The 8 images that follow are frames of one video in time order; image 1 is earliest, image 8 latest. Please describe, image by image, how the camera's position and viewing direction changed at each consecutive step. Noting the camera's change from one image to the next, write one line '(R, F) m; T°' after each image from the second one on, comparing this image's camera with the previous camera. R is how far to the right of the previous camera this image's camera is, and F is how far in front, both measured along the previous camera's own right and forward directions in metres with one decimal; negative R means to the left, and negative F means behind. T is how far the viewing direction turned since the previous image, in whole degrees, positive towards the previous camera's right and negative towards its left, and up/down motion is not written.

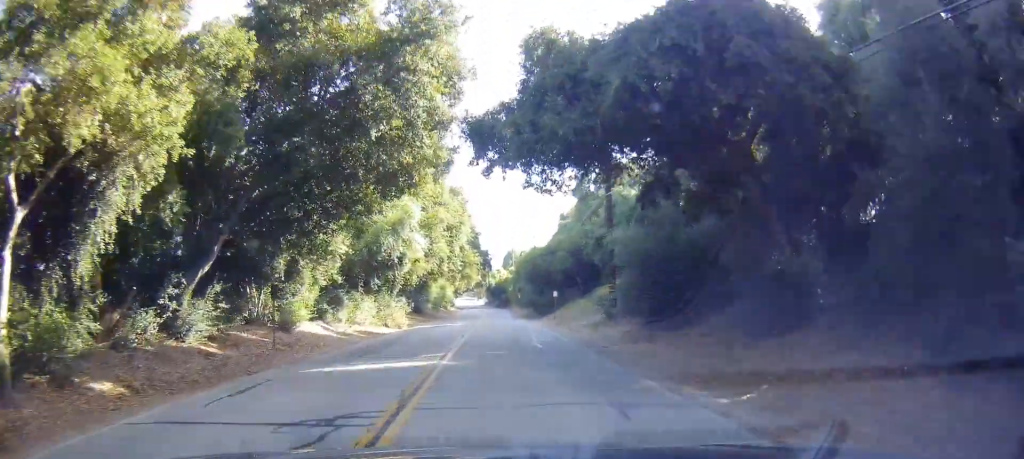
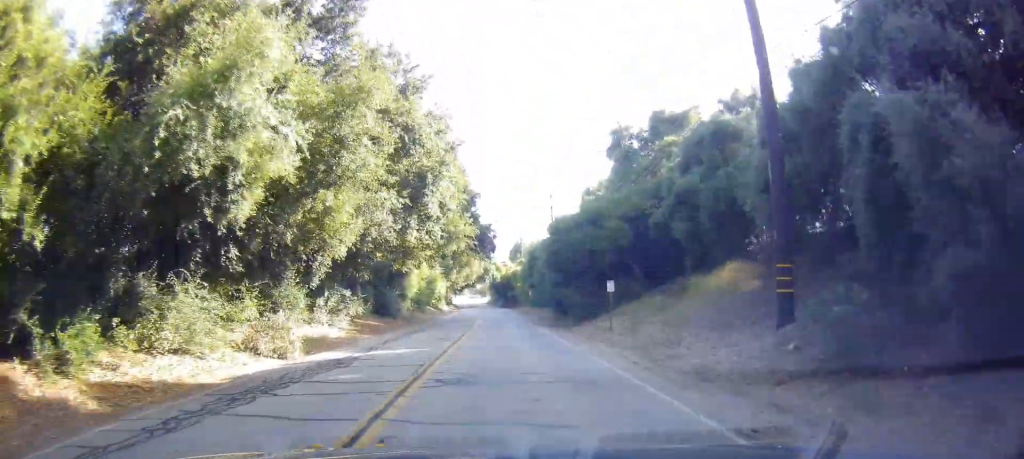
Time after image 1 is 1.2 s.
(+0.3, +20.8) m; 0°
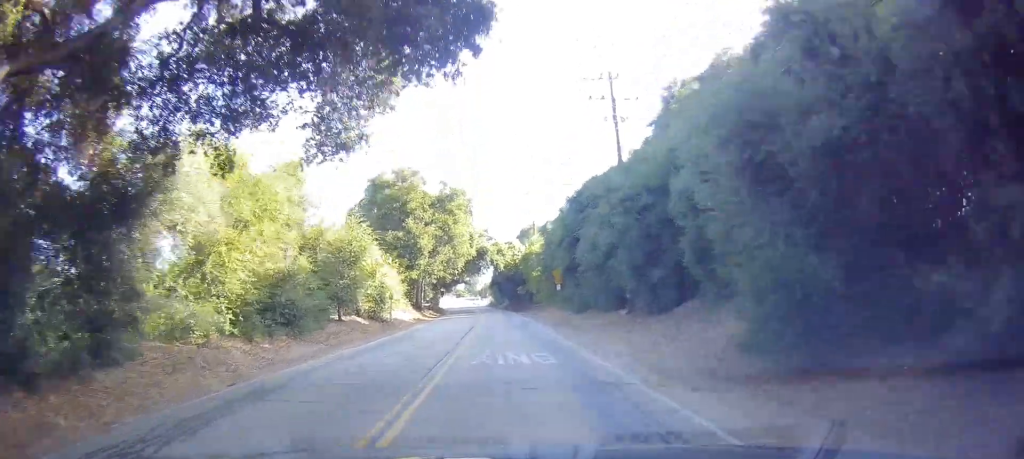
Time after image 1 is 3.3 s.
(-0.7, +37.4) m; -2°
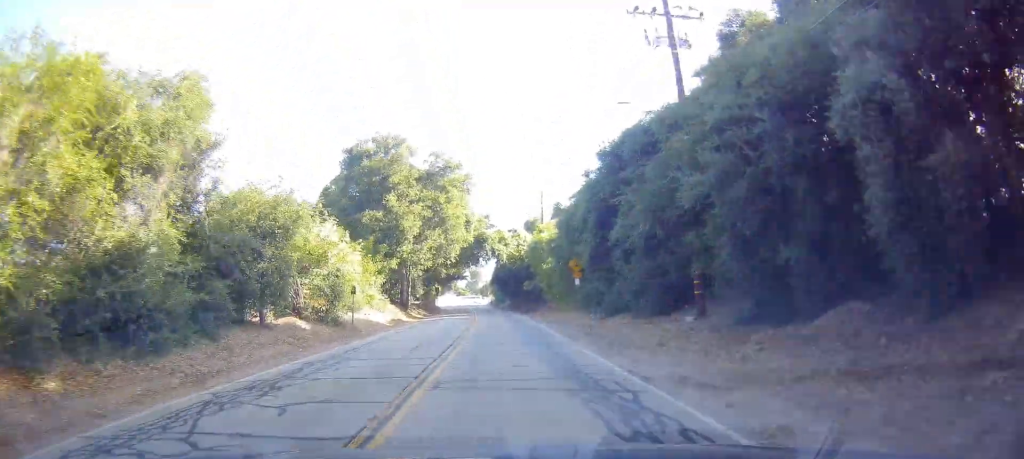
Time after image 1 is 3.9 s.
(0.0, +10.8) m; +1°
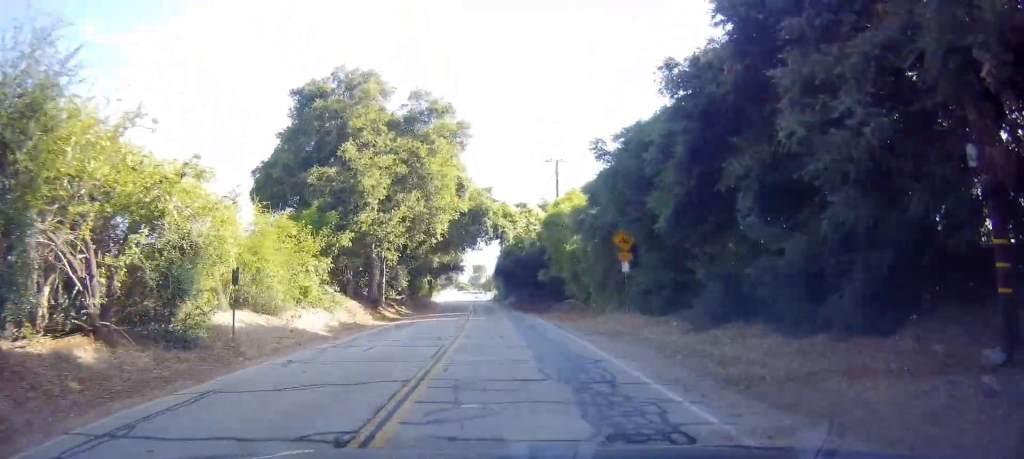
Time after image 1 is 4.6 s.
(-0.3, +13.1) m; +4°
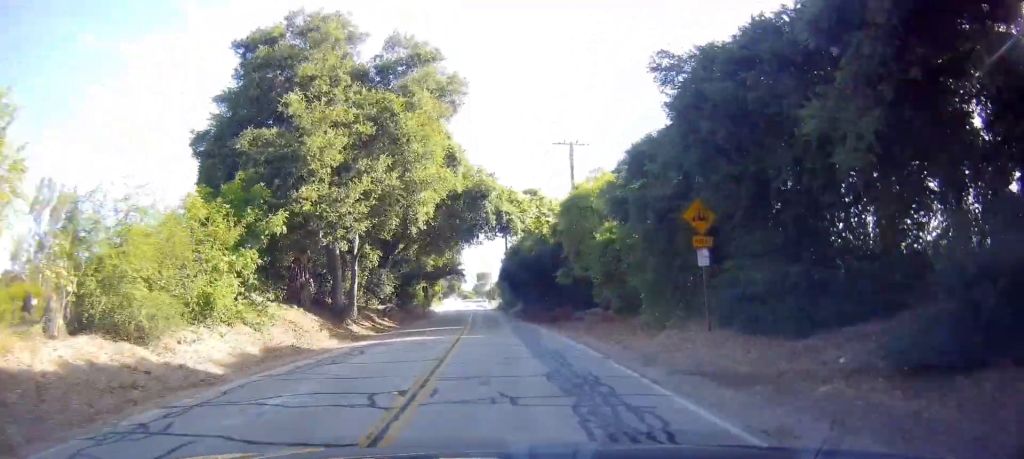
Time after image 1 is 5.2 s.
(+0.8, +9.2) m; 0°
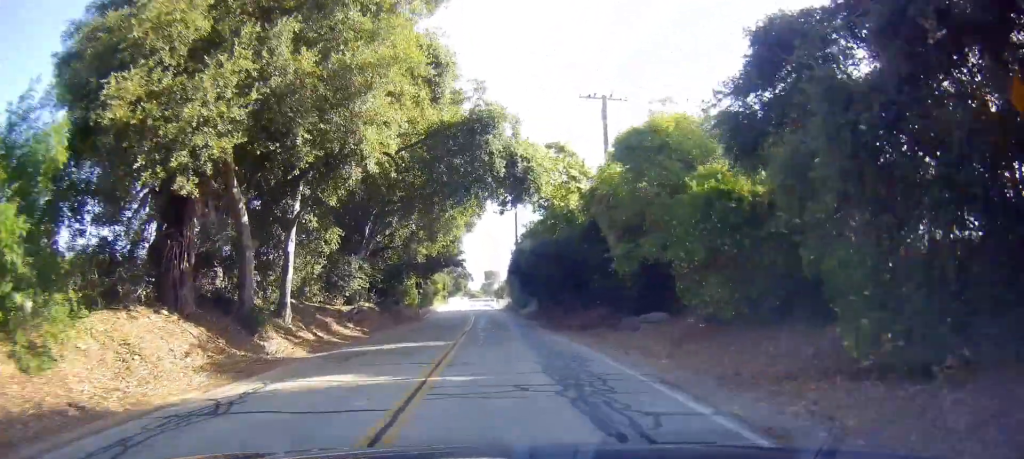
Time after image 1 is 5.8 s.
(+0.7, +10.7) m; -1°
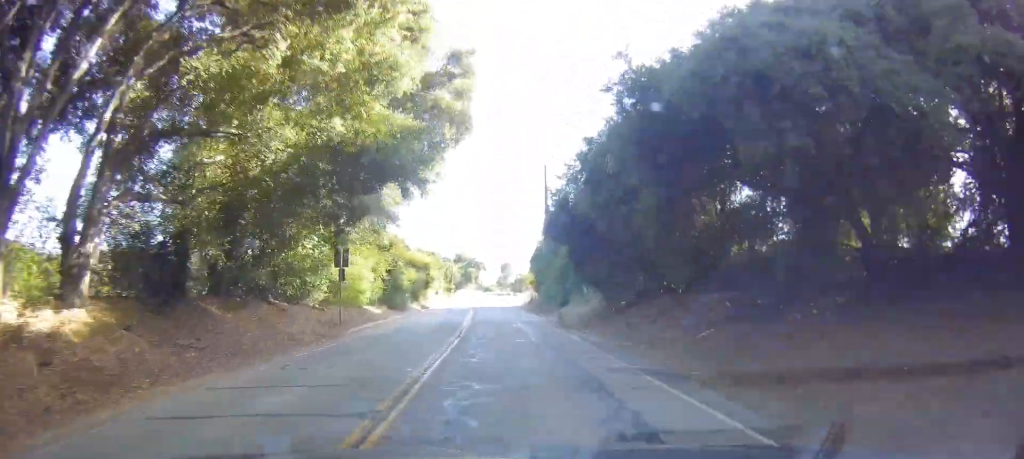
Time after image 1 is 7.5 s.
(-3.1, +32.2) m; -6°
